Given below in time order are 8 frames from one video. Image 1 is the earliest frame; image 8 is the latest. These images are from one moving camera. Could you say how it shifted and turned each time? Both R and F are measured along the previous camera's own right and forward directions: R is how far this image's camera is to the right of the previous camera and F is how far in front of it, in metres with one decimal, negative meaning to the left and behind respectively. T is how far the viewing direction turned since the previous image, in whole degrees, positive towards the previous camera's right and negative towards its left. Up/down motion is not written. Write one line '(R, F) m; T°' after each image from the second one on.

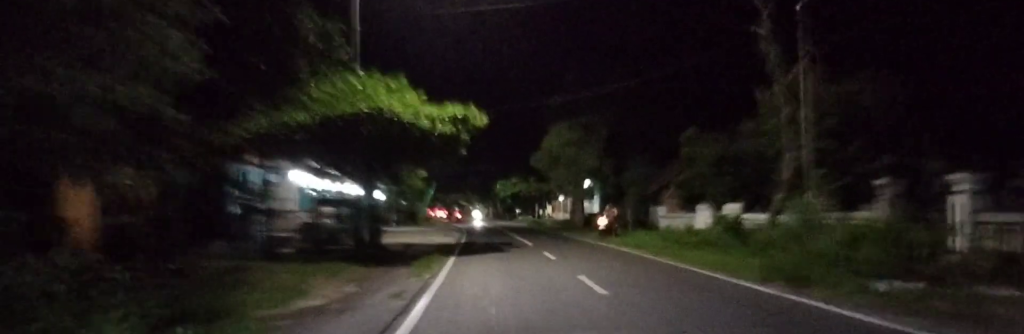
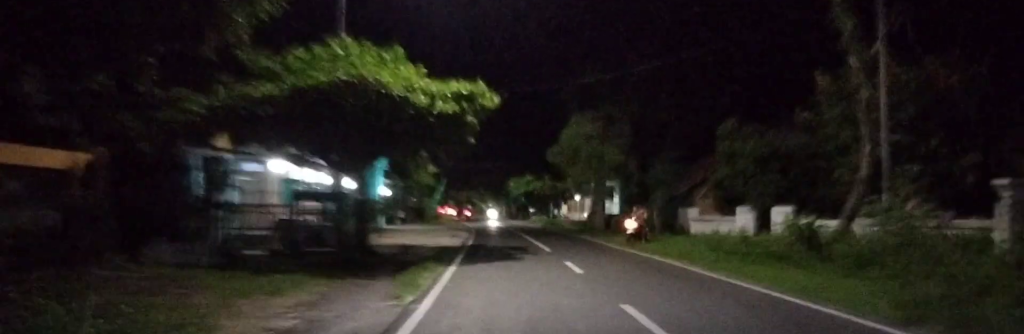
(+0.1, +3.8) m; 0°
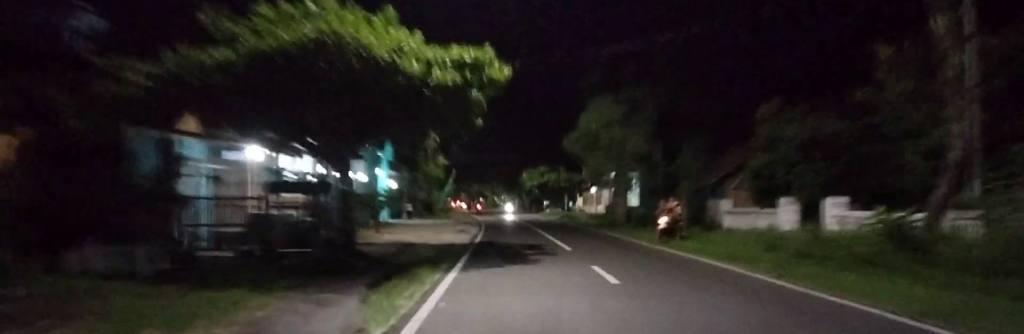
(0.0, +3.4) m; -1°
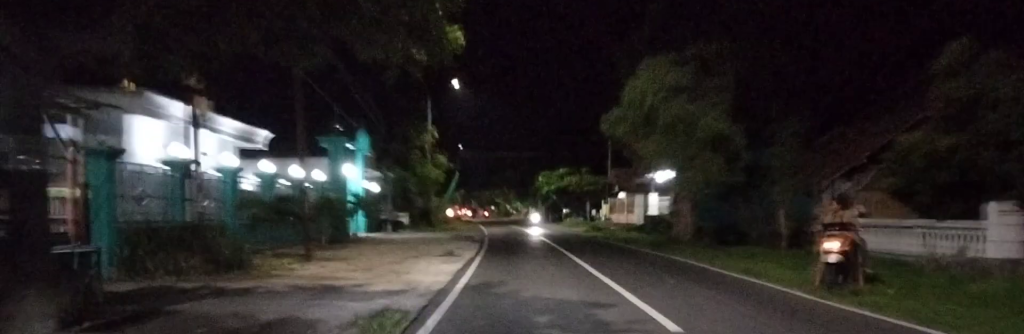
(-0.5, +12.4) m; -1°
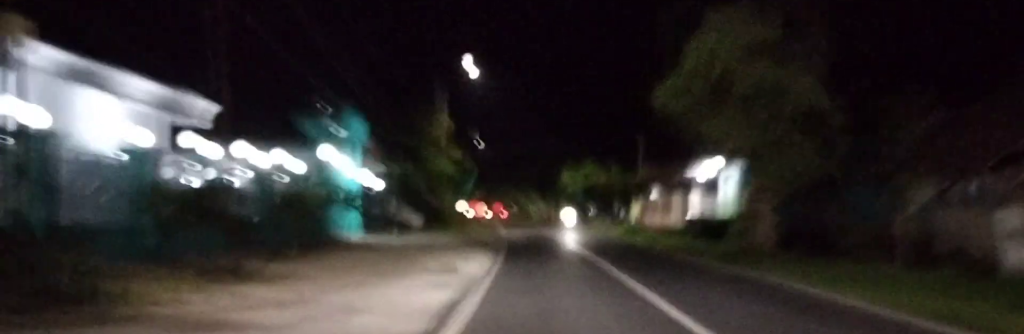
(+0.2, +7.1) m; +2°
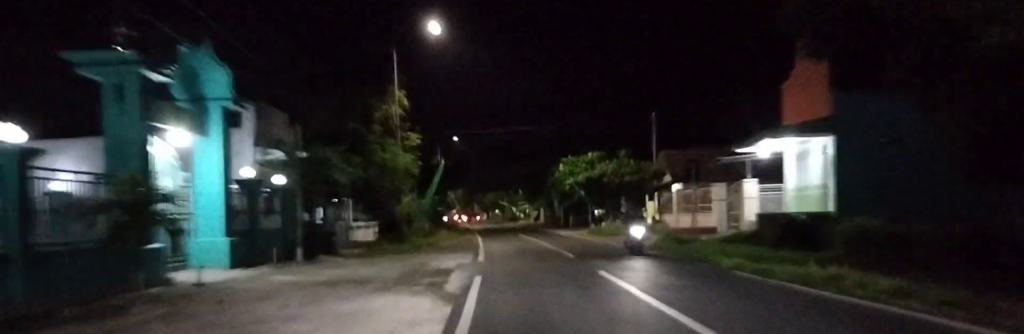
(+0.2, +15.0) m; -4°
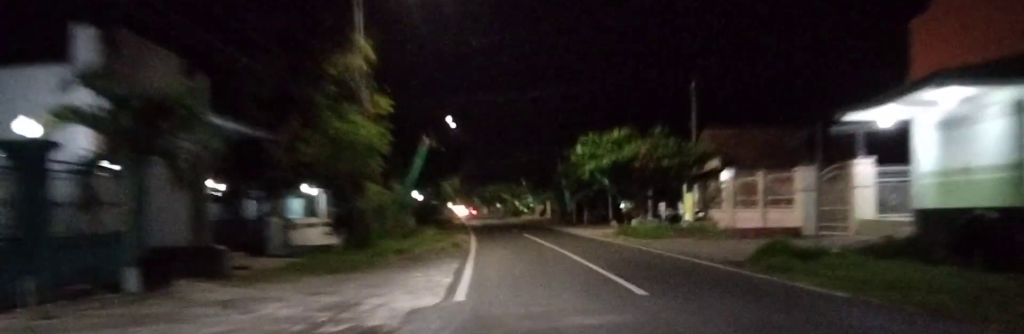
(-0.5, +11.3) m; 0°
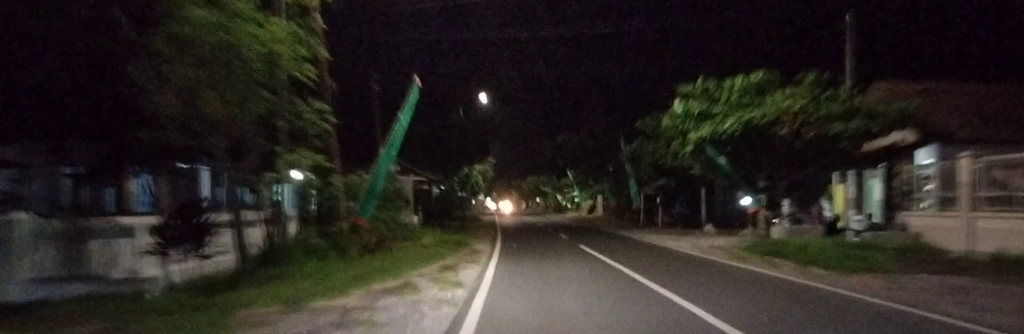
(+0.5, +14.8) m; +1°
